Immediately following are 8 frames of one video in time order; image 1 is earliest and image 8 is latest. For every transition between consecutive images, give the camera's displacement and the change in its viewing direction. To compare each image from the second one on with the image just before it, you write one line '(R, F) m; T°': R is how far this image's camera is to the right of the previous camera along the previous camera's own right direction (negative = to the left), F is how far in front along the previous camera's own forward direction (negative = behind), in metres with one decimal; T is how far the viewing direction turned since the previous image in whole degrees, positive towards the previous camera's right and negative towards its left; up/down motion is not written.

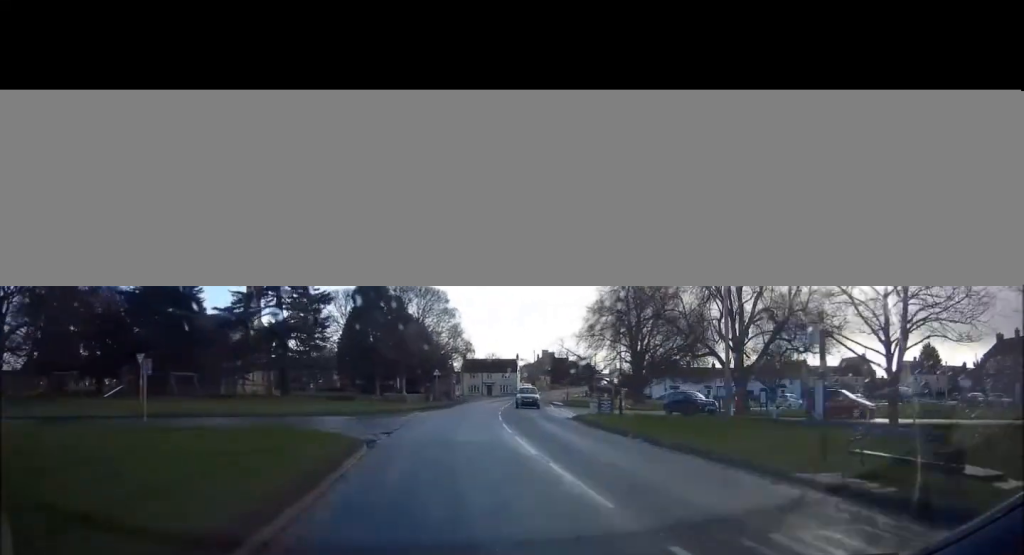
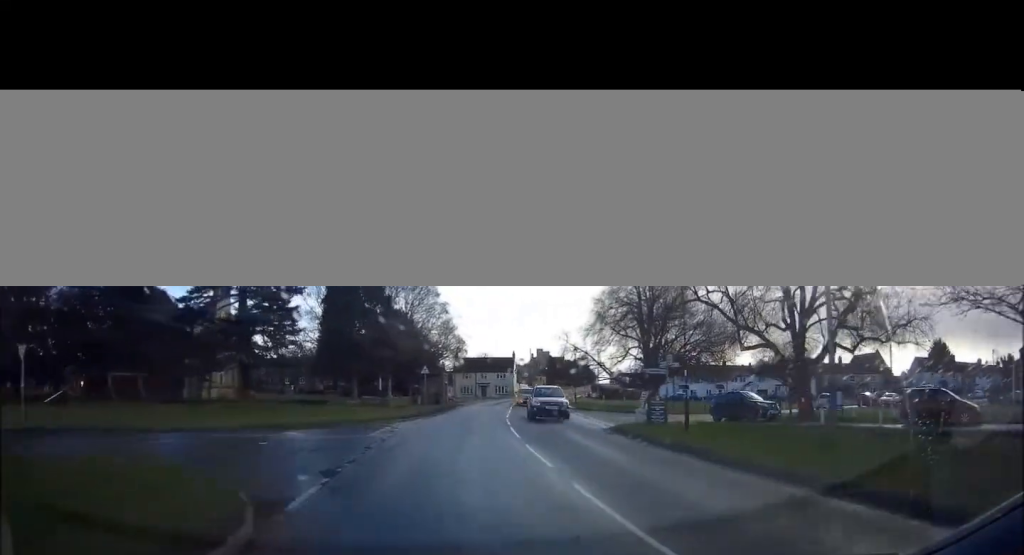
(+0.1, +7.7) m; +1°
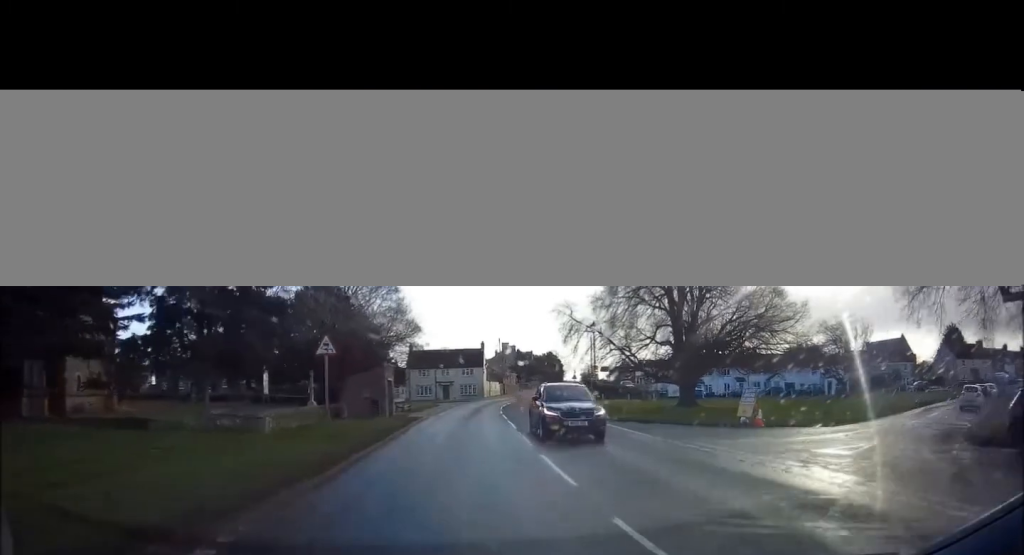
(+0.6, +19.6) m; +4°
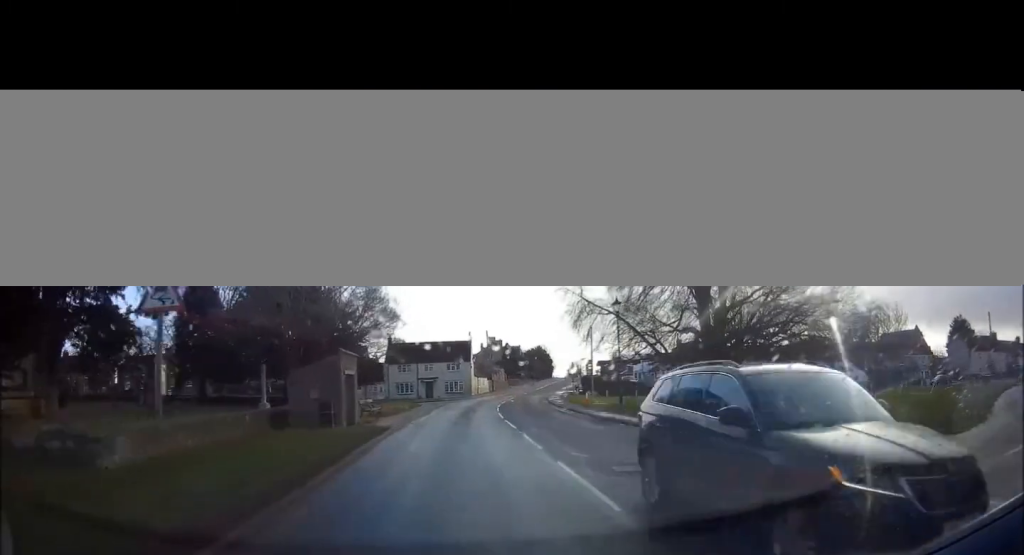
(+0.1, +7.9) m; +2°
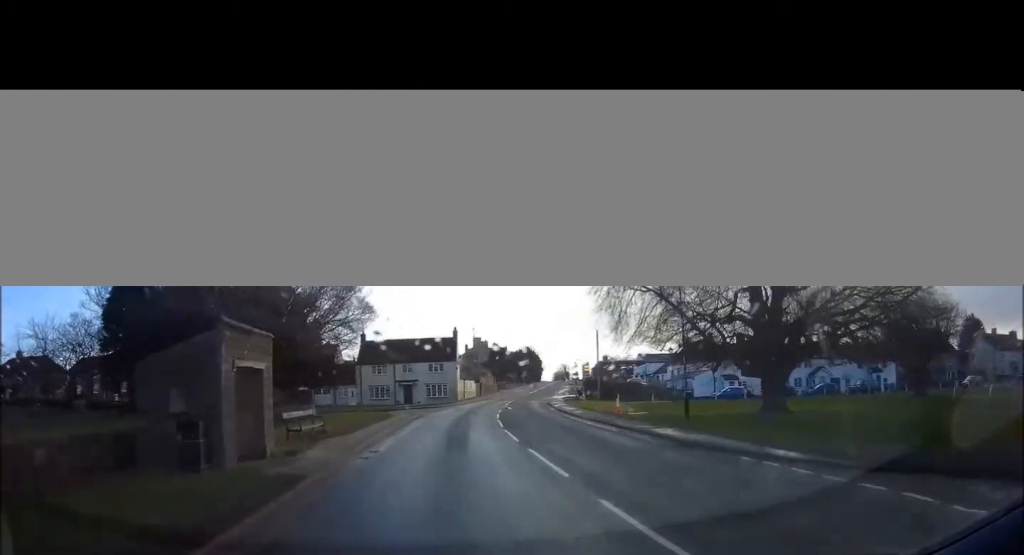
(+0.1, +9.4) m; +1°
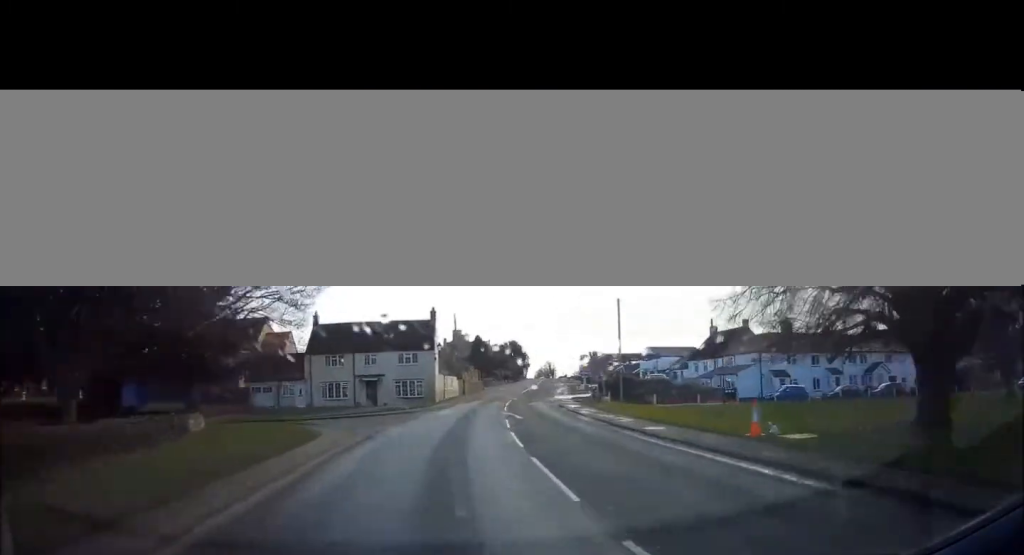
(+0.2, +13.9) m; +3°
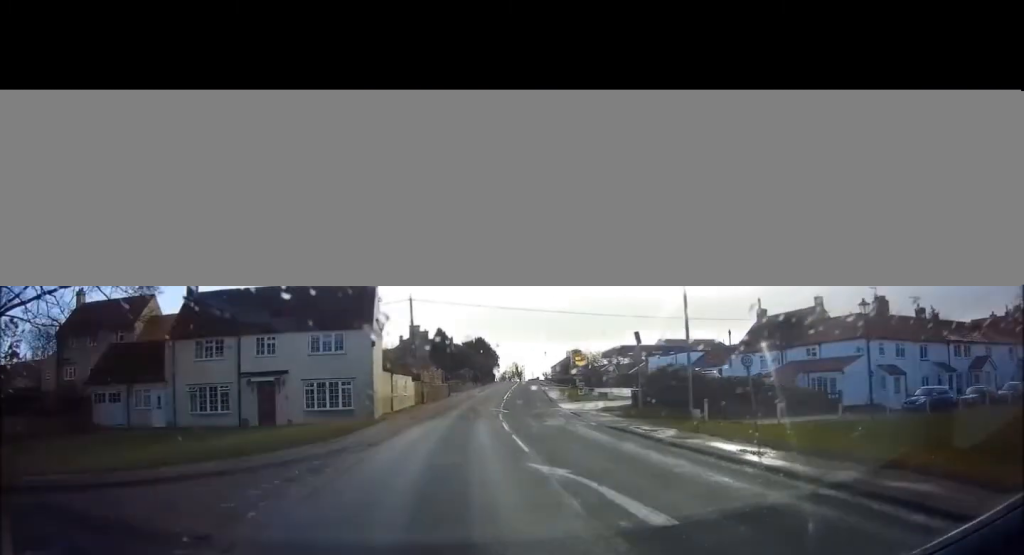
(+0.7, +17.7) m; +5°
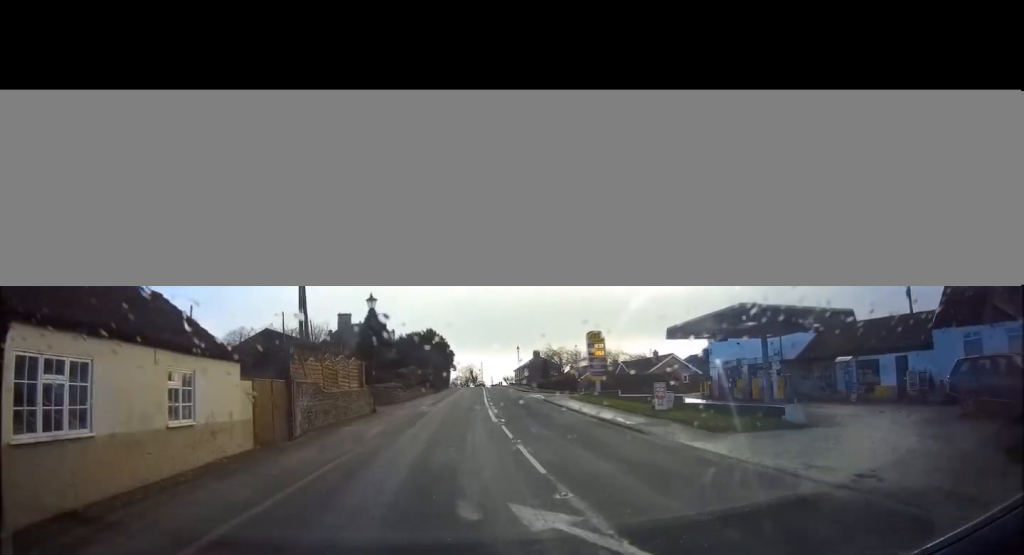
(+1.4, +27.0) m; +6°
